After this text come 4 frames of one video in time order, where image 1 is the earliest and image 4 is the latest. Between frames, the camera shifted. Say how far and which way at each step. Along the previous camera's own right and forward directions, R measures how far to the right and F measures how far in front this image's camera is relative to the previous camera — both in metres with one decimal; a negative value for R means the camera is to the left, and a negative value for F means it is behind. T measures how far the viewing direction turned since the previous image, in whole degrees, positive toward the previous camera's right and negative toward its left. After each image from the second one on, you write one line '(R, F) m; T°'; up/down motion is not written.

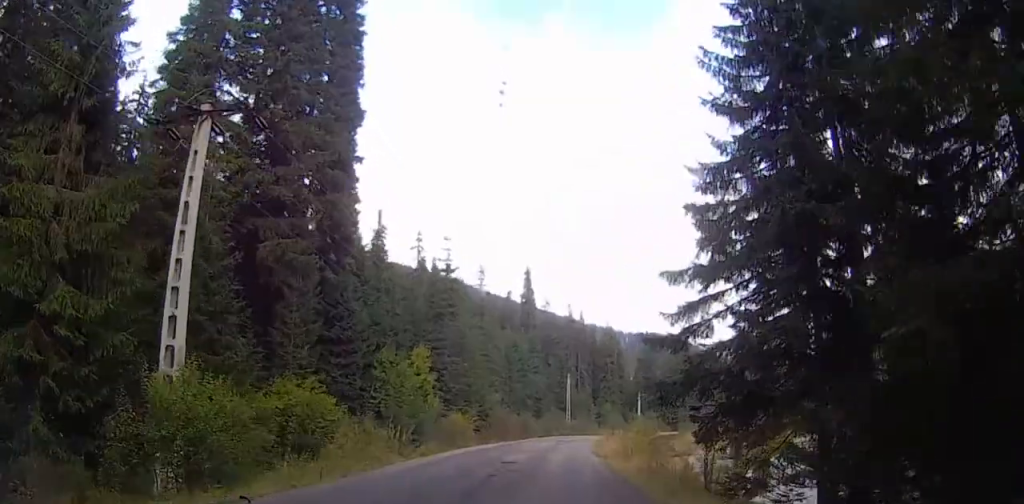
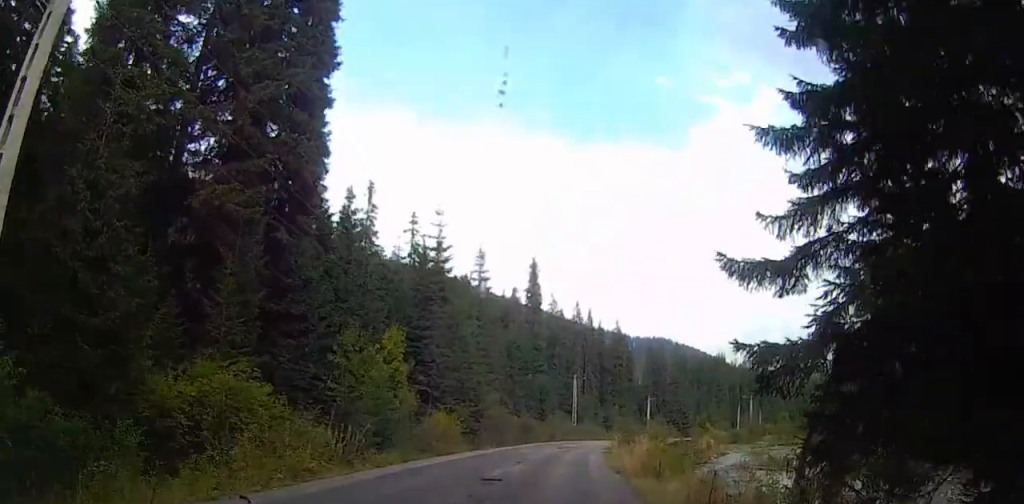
(-0.3, +7.2) m; +4°
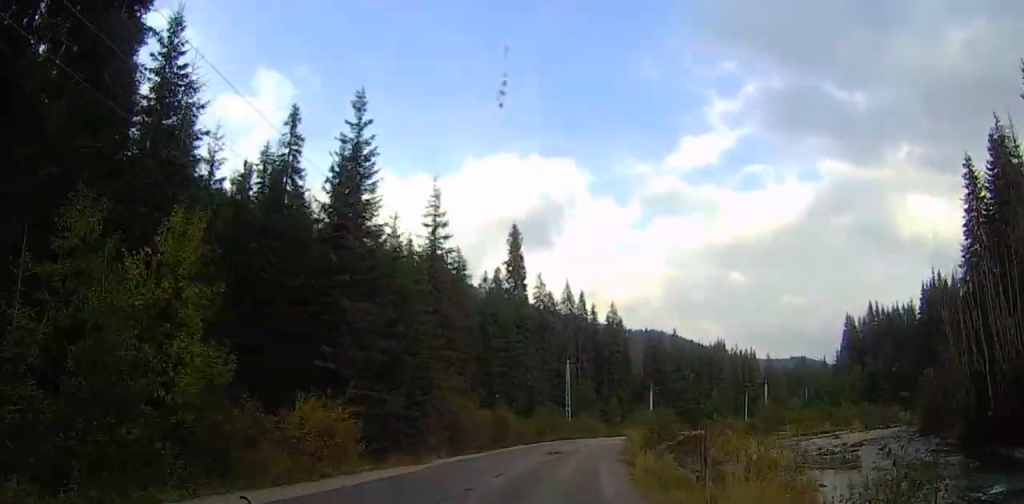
(+1.0, +16.1) m; -1°
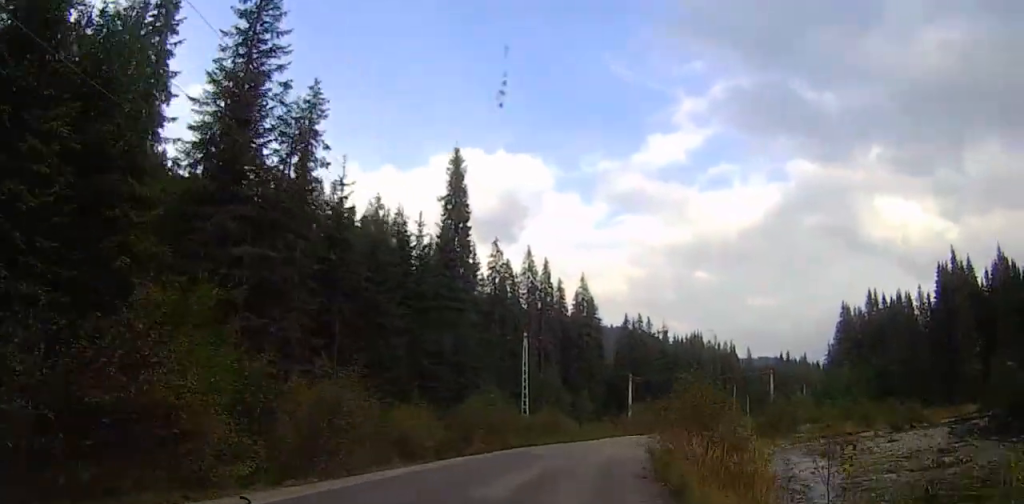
(-2.0, +25.1) m; -3°
